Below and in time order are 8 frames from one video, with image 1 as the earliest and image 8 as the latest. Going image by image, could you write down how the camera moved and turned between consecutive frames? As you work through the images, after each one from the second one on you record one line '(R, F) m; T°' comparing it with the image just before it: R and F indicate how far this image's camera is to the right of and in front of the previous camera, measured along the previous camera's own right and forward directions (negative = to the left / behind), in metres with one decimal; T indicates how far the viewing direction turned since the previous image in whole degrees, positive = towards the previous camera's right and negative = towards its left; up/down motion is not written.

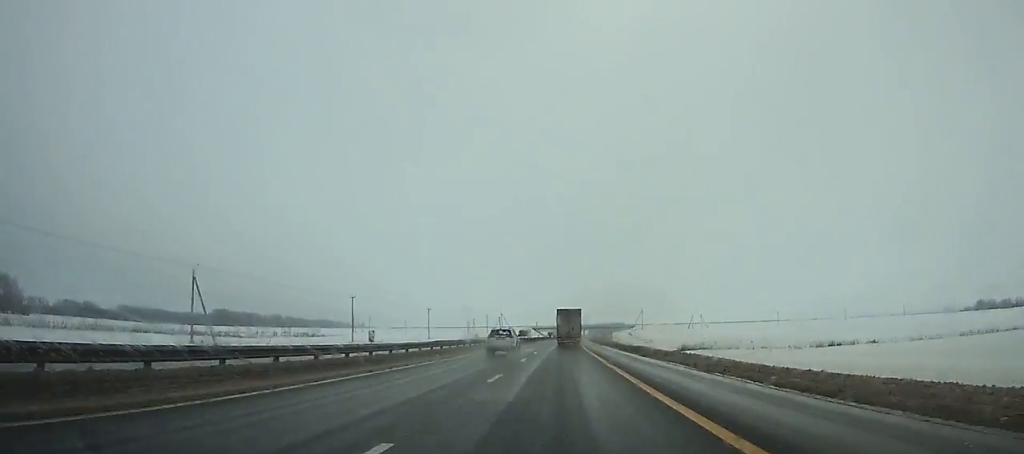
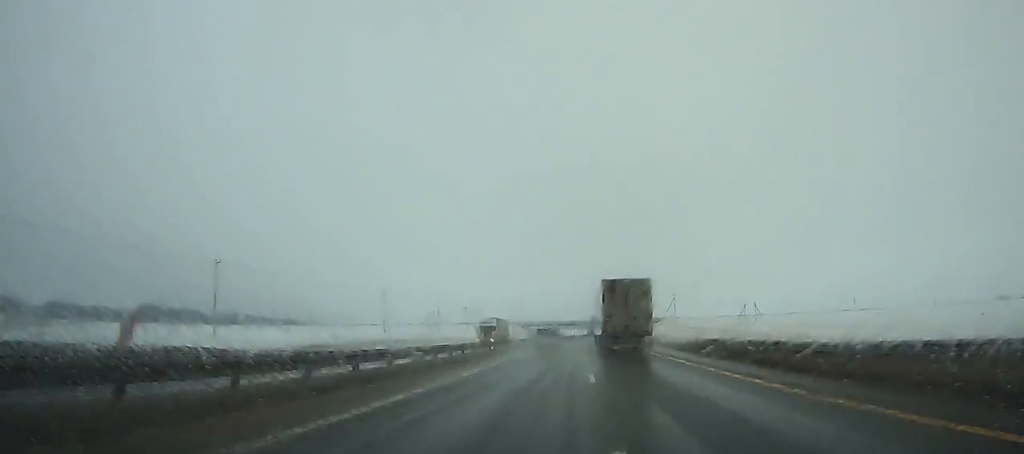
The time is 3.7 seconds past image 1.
(+0.4, +108.2) m; +2°
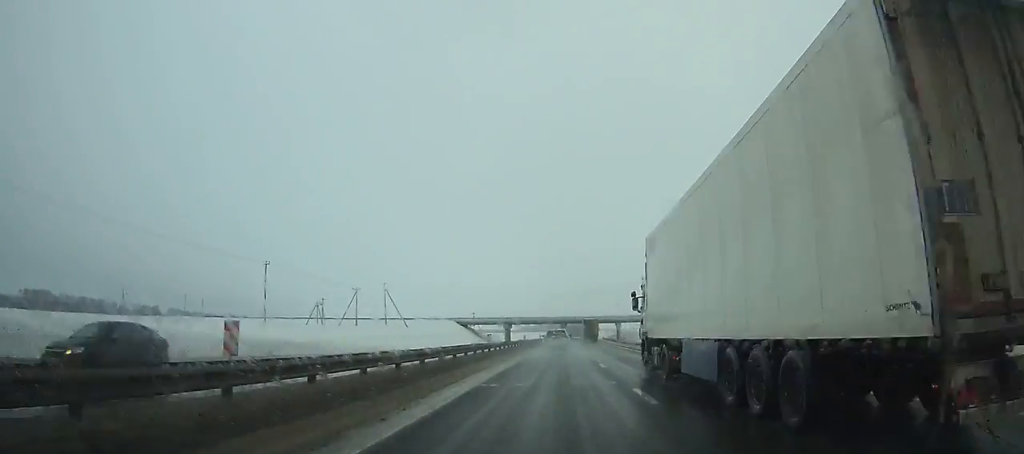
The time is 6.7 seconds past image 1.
(+1.9, +88.7) m; +2°
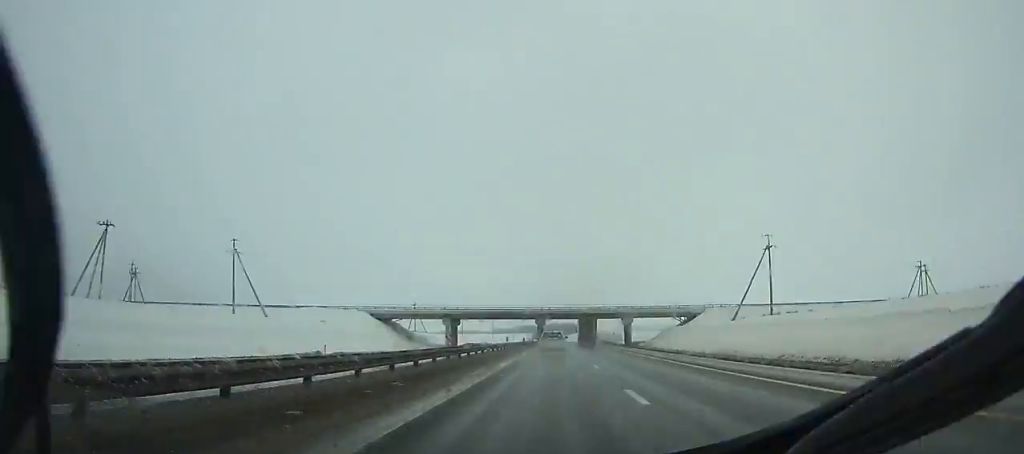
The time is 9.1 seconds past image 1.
(+1.4, +71.7) m; +2°
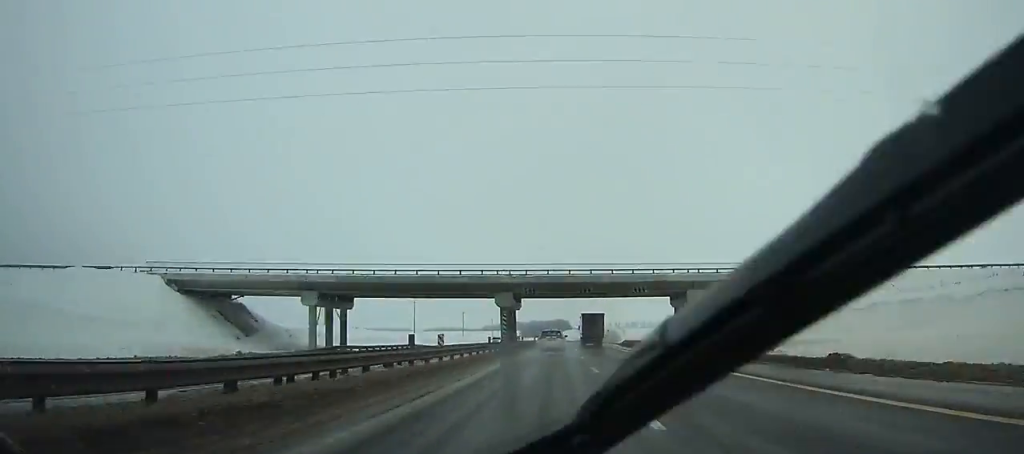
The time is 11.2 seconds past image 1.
(+0.9, +63.2) m; +1°
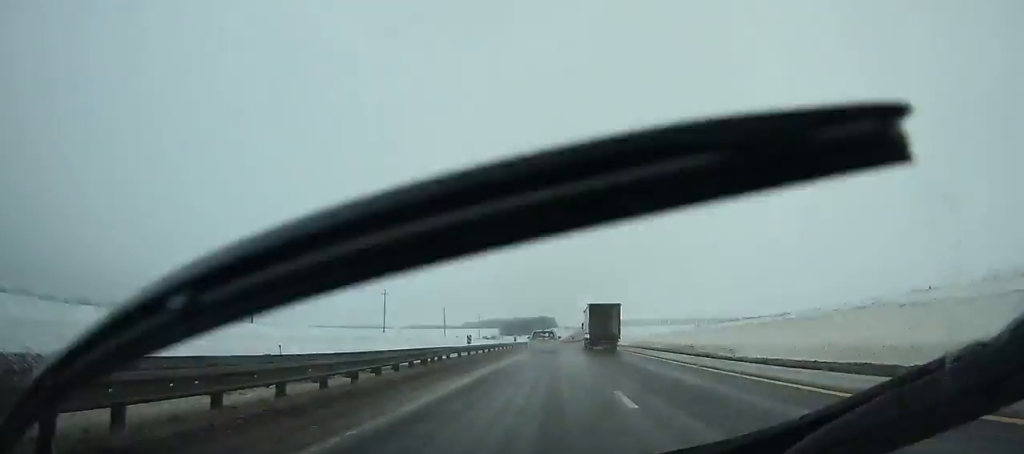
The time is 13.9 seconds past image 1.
(+1.0, +81.8) m; +1°
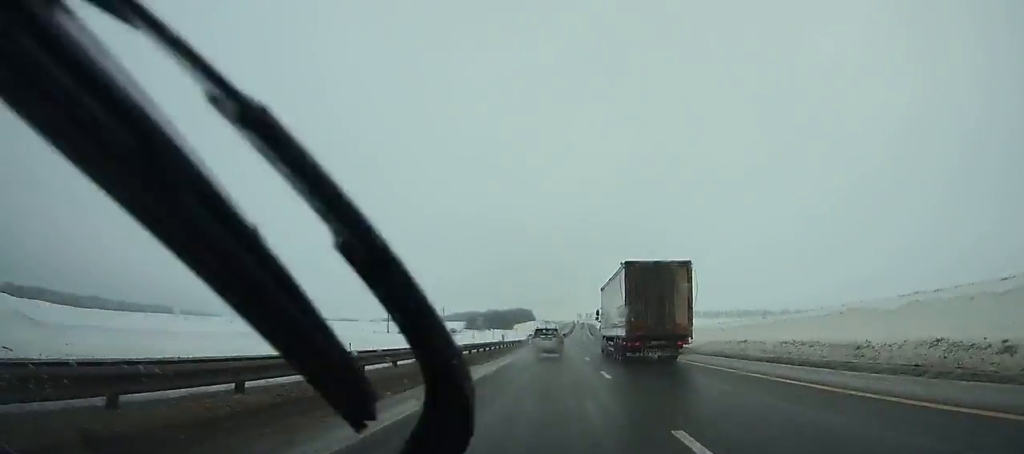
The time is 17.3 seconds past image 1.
(+1.8, +103.3) m; +2°
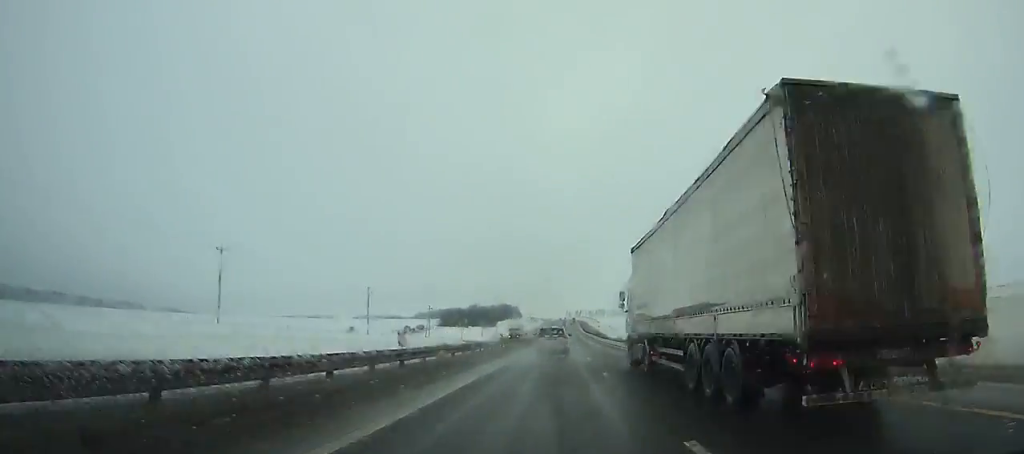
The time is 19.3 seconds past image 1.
(+0.6, +60.5) m; +1°
